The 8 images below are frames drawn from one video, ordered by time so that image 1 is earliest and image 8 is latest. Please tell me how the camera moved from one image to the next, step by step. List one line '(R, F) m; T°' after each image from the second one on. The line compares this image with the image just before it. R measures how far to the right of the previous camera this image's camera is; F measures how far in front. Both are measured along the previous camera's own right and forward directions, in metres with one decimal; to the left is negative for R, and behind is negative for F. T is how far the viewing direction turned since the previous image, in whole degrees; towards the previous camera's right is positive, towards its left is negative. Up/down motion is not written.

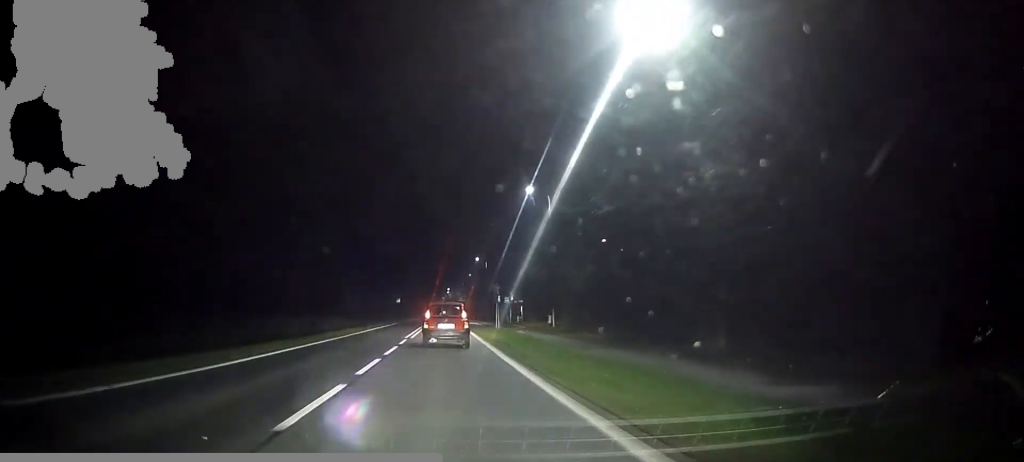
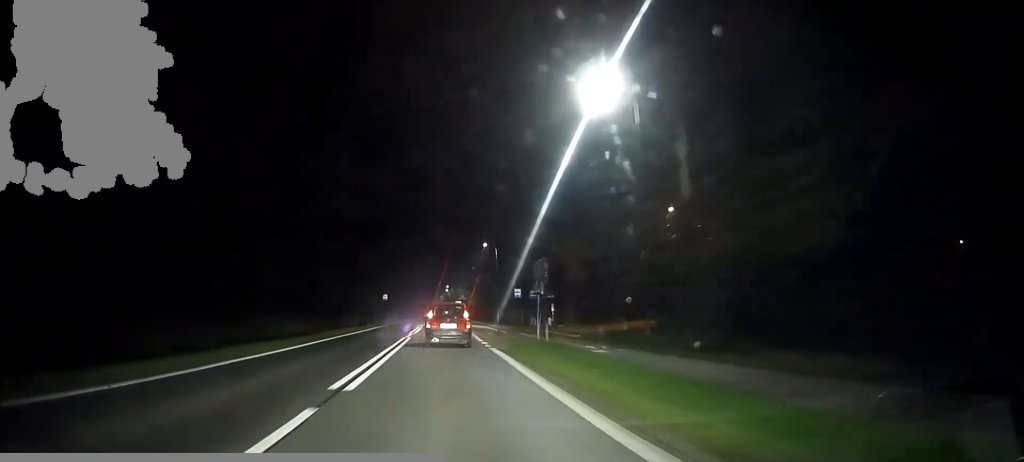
(0.0, +20.1) m; 0°
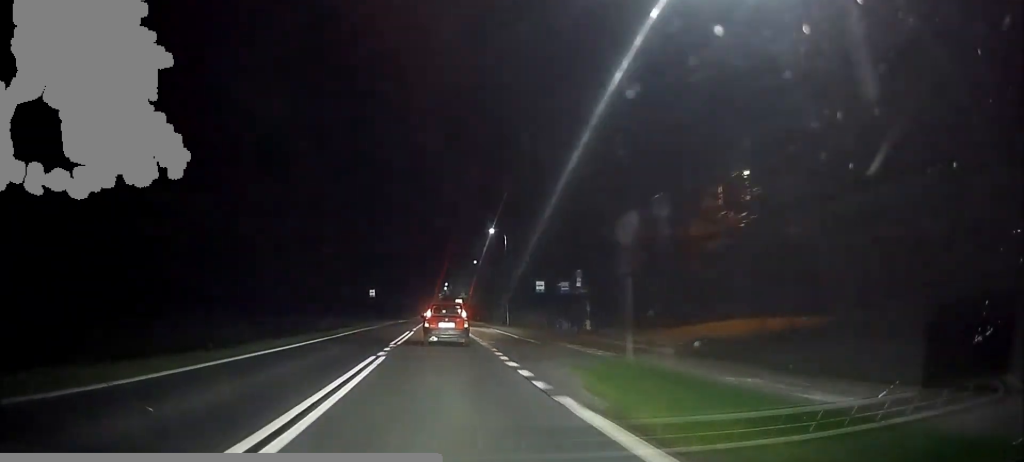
(0.0, +12.7) m; 0°
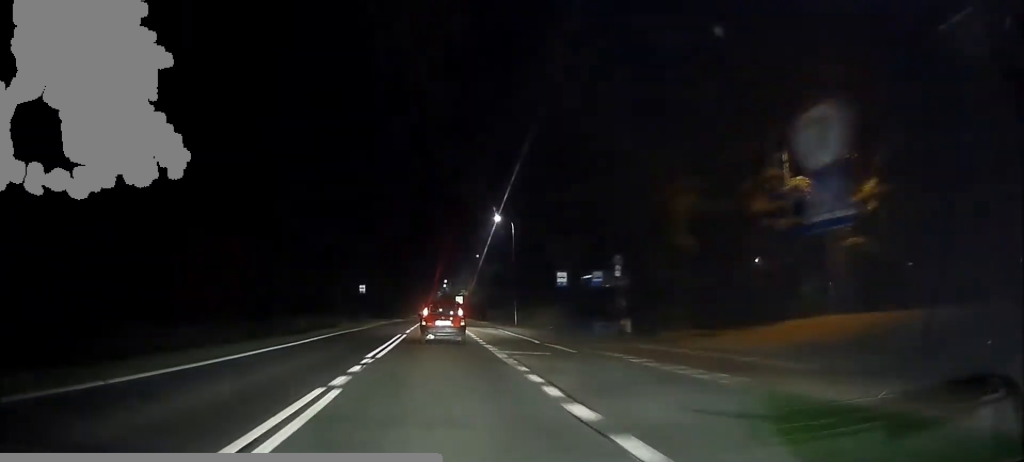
(0.0, +7.5) m; 0°
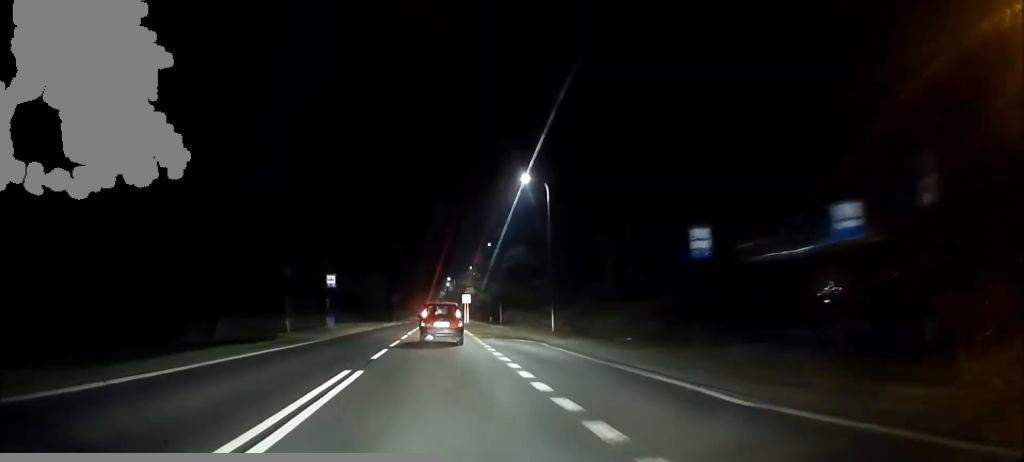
(-0.1, +18.0) m; -1°
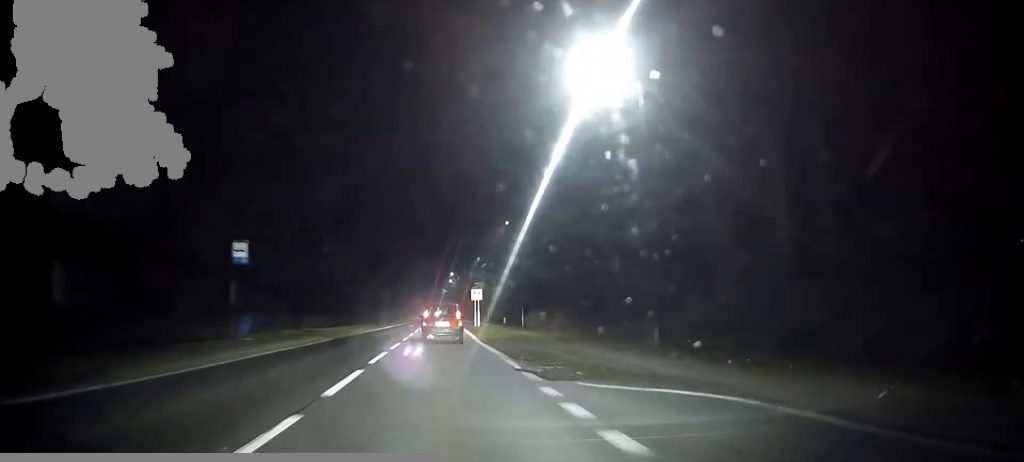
(-0.2, +19.5) m; -1°
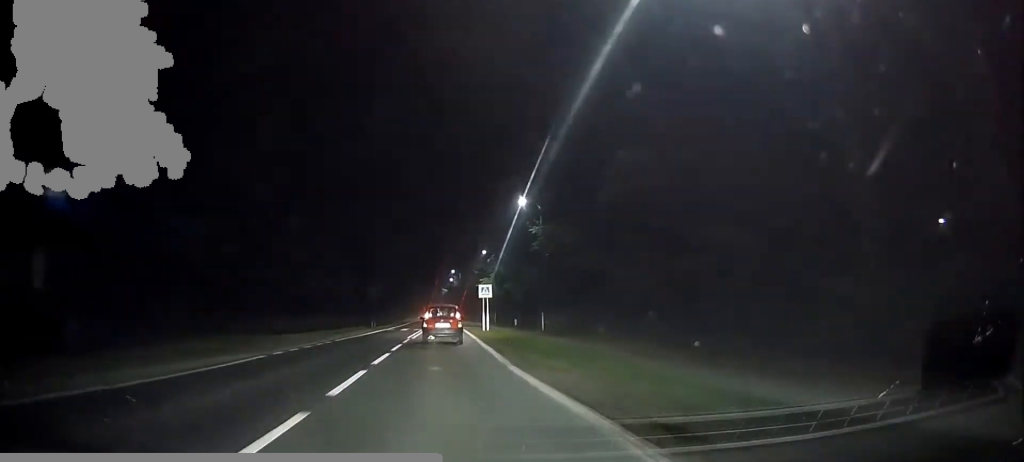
(0.0, +11.9) m; 0°
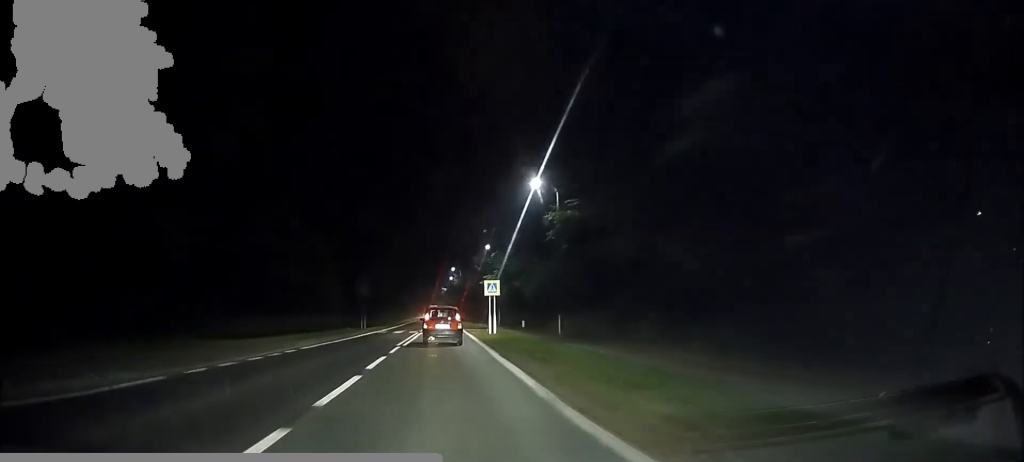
(0.0, +7.1) m; 0°
